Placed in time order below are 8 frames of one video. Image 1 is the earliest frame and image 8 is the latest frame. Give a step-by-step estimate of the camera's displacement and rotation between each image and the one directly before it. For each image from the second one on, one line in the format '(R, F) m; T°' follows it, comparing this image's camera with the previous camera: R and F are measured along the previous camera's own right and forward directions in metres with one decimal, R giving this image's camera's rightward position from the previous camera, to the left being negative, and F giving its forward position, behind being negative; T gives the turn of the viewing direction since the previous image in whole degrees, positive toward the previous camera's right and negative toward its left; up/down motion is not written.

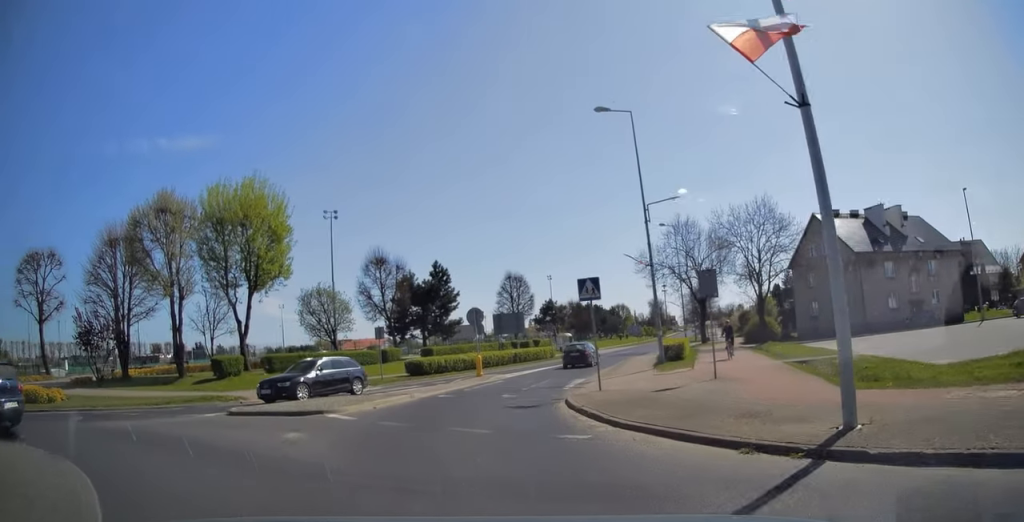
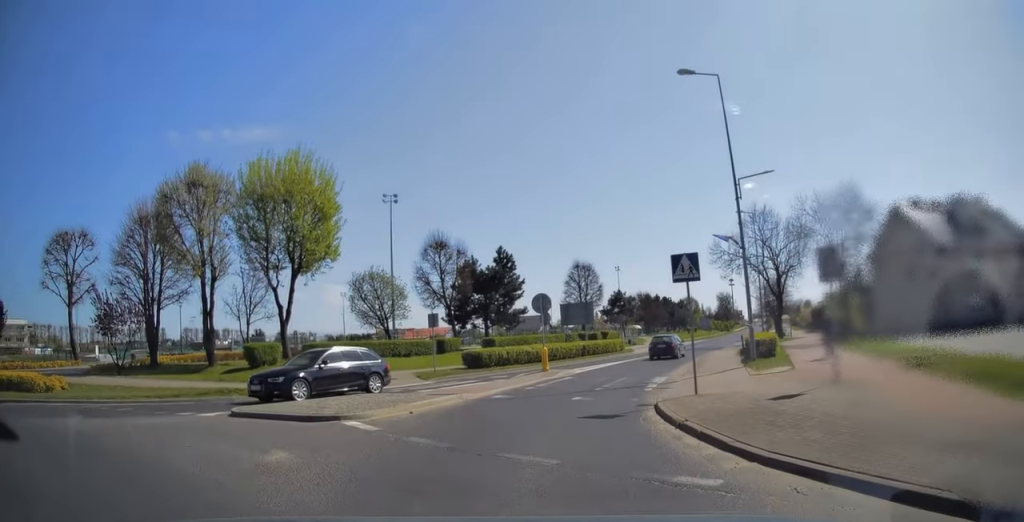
(-0.2, +3.2) m; -2°
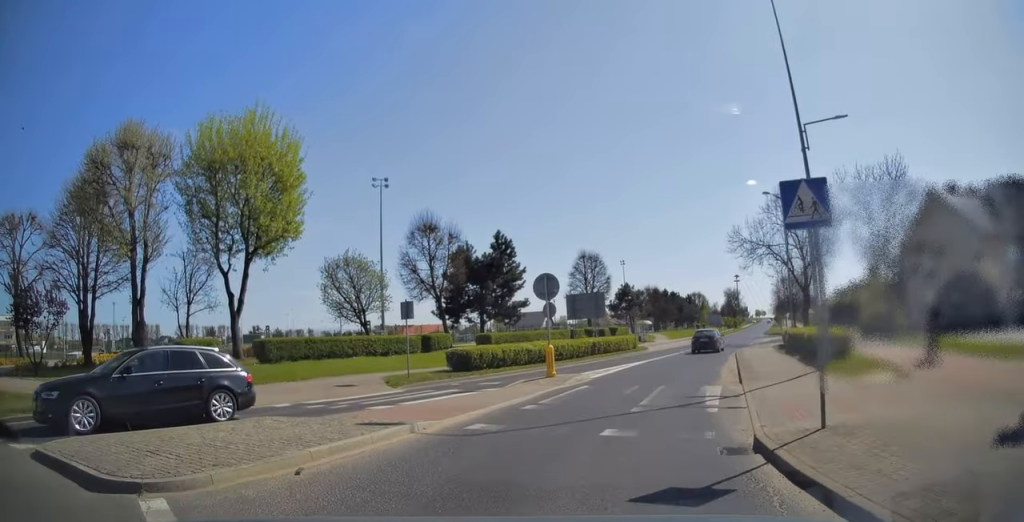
(0.0, +5.9) m; +2°
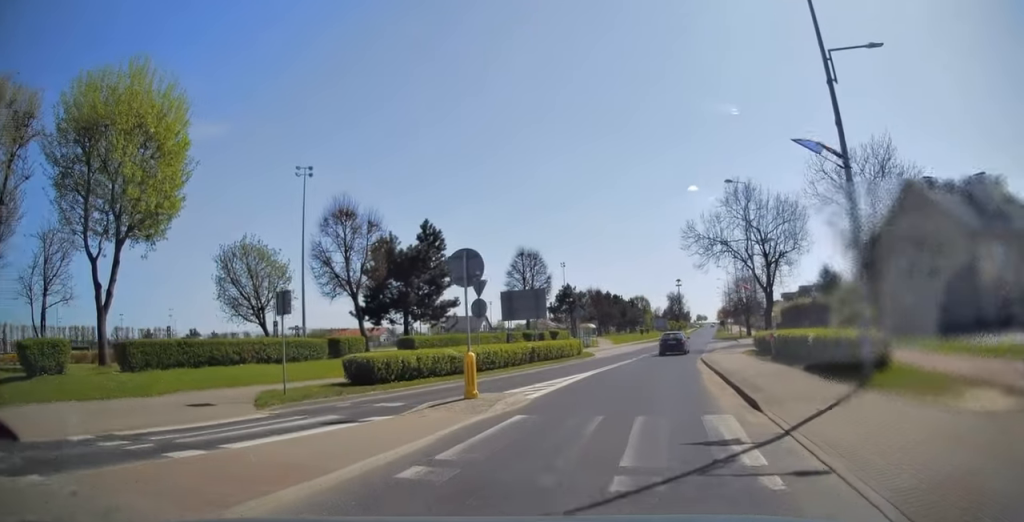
(+0.1, +5.5) m; +4°
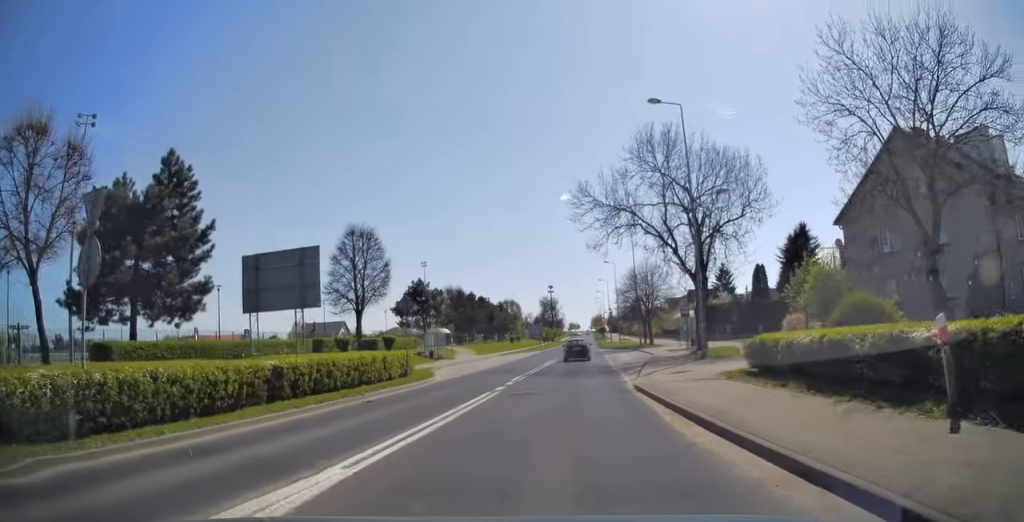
(+1.6, +16.8) m; +8°
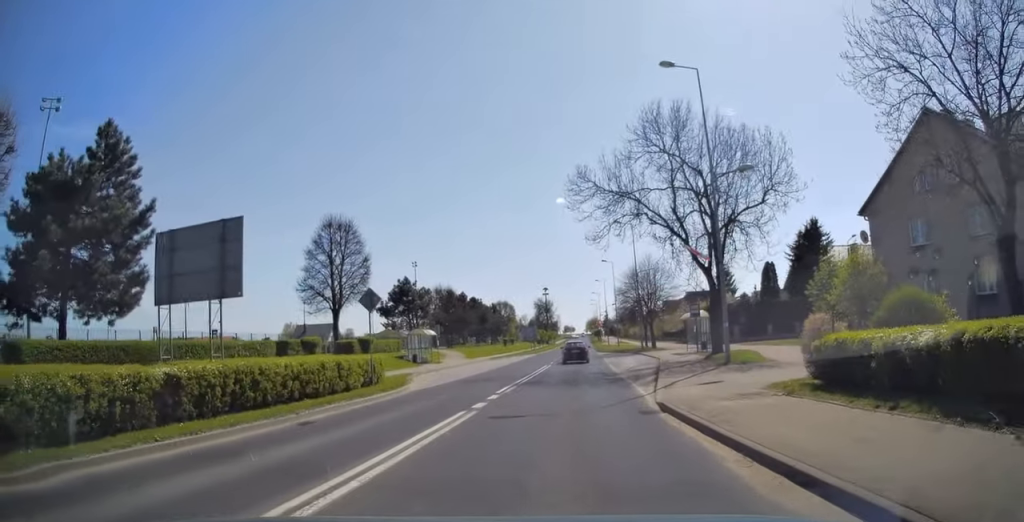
(+0.1, +4.4) m; +1°
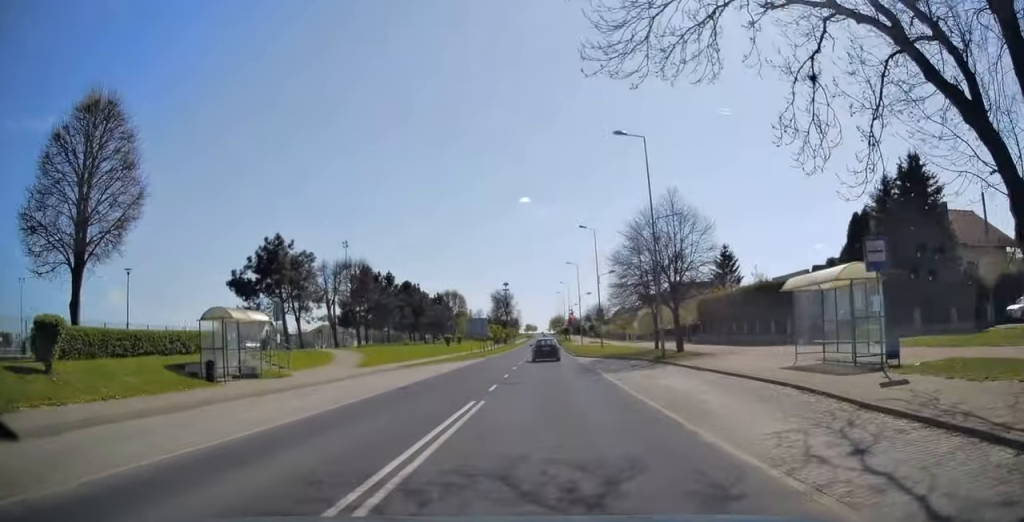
(+0.9, +24.0) m; +4°
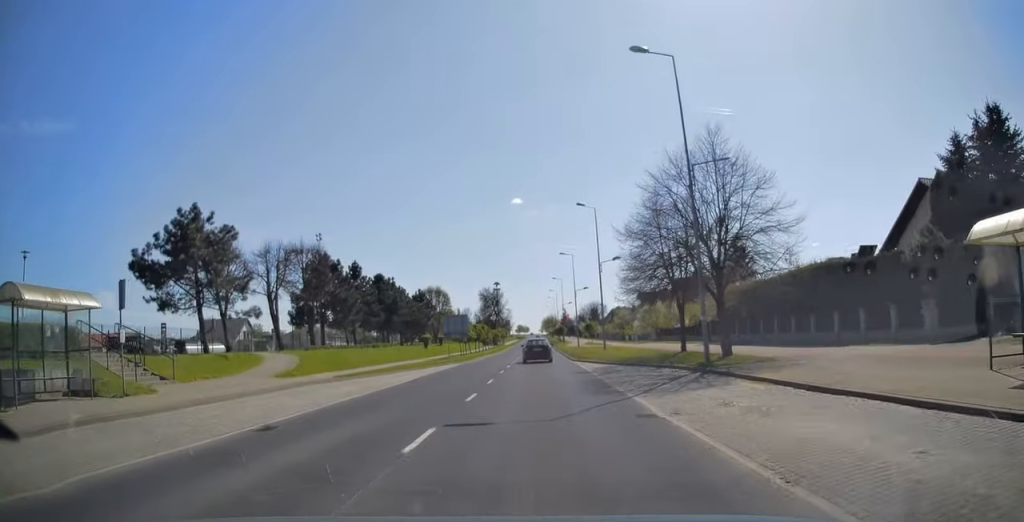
(+0.1, +9.5) m; 0°
